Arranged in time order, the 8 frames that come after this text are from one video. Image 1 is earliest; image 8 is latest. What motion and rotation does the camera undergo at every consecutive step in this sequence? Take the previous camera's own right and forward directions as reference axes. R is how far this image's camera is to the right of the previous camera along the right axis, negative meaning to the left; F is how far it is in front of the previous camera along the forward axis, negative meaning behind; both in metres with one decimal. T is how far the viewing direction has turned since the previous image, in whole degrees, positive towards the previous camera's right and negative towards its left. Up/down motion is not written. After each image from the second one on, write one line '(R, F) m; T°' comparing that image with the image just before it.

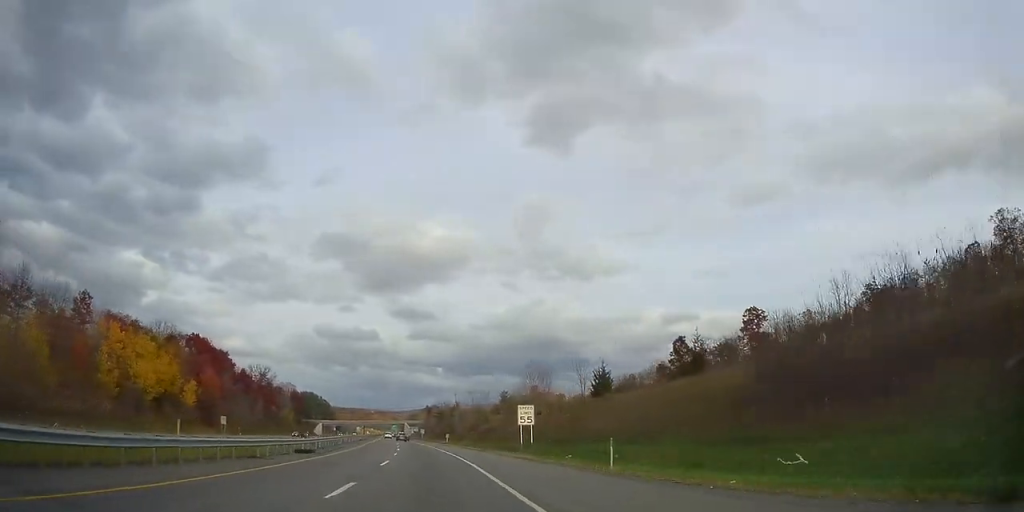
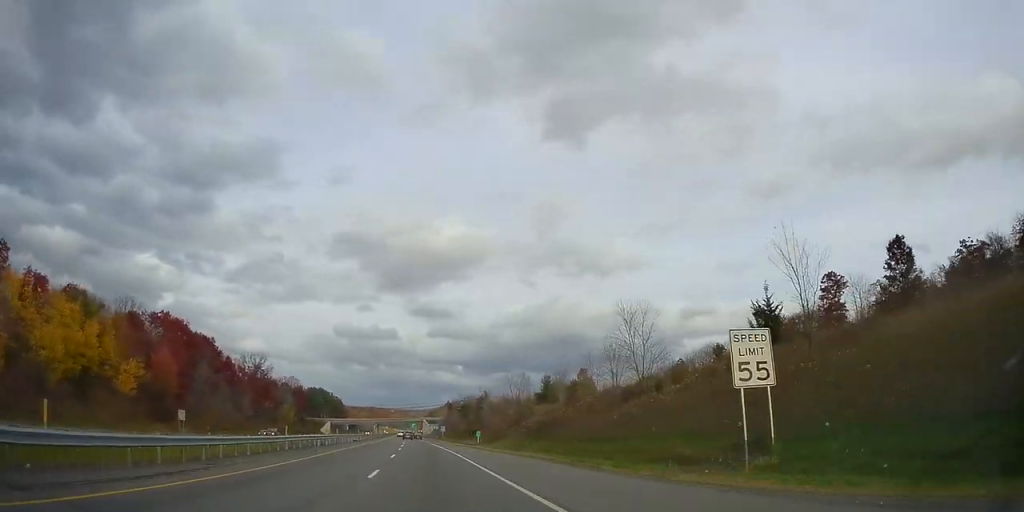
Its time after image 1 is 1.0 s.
(-1.4, +30.6) m; -3°
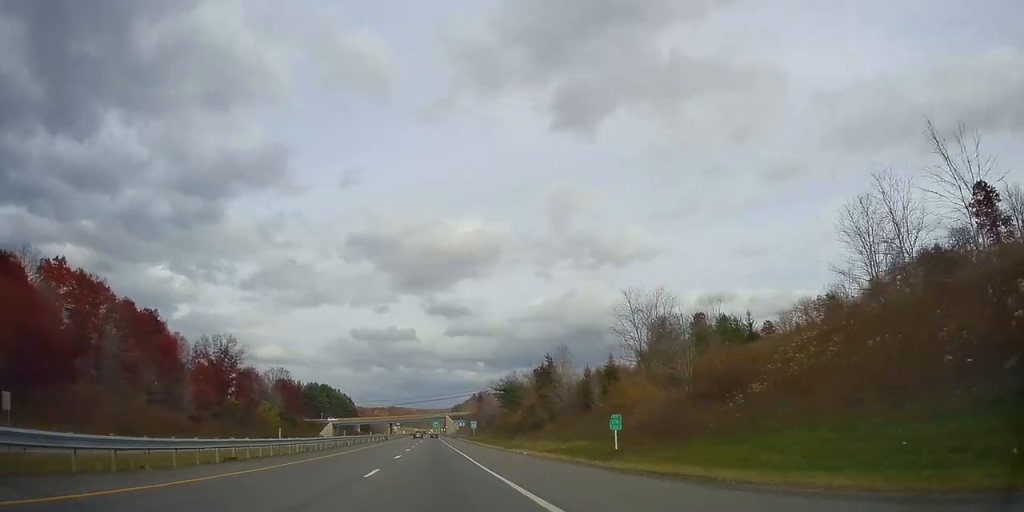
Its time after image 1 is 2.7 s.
(-0.7, +48.6) m; -2°
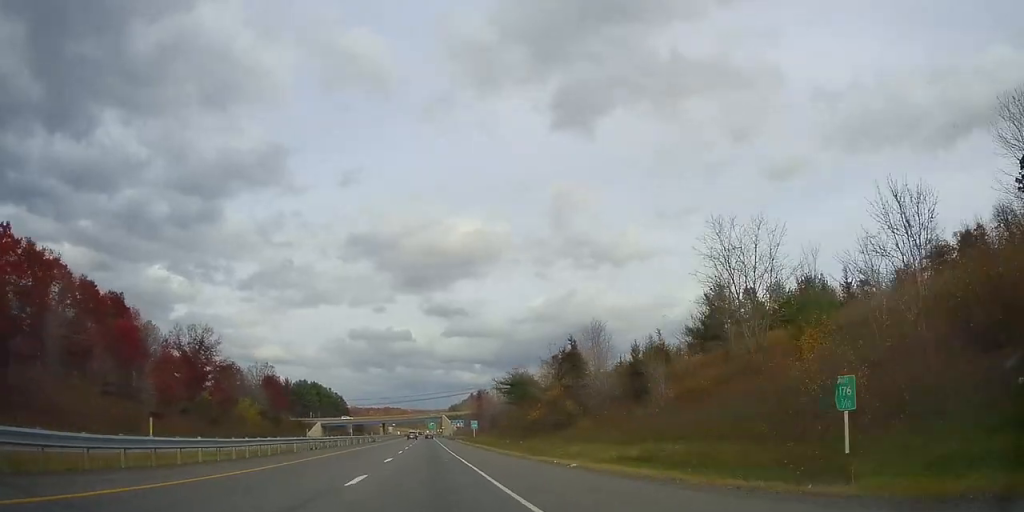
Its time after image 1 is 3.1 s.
(-0.1, +14.4) m; -1°
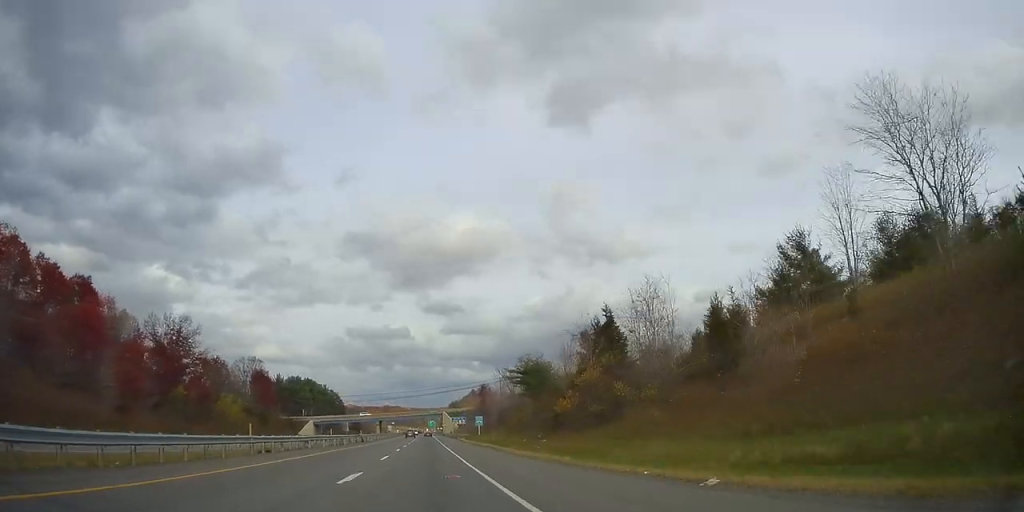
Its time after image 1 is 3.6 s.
(-0.1, +12.4) m; -1°
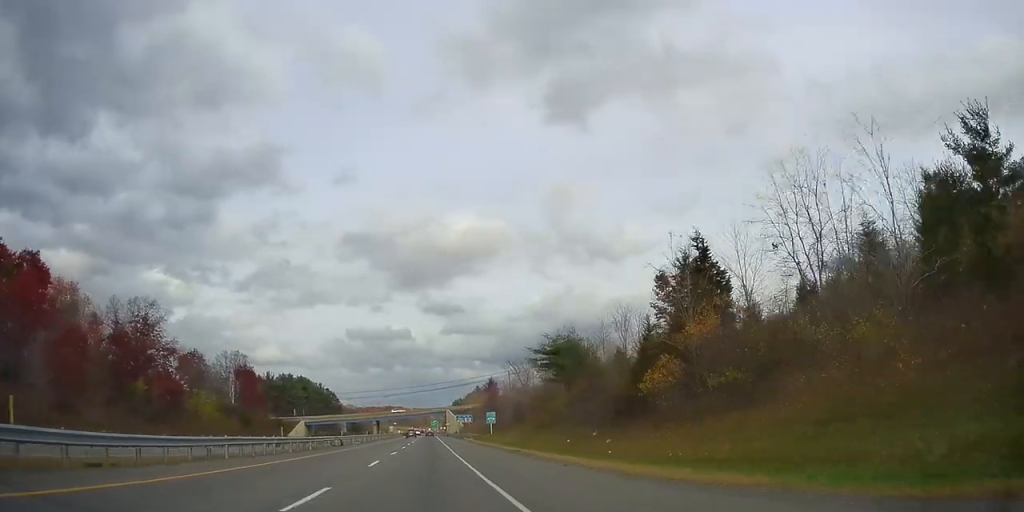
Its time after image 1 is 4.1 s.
(0.0, +16.9) m; -1°
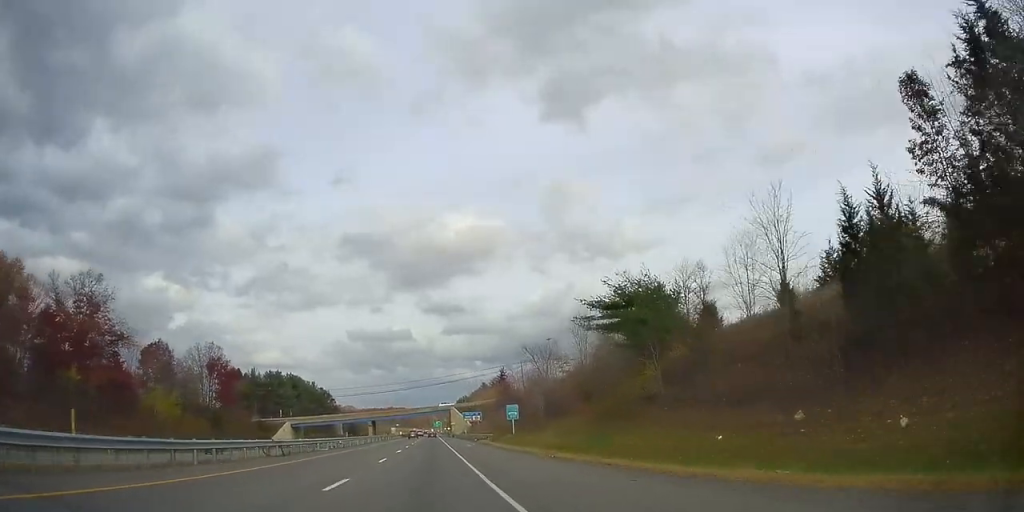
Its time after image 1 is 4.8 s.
(-0.4, +20.4) m; -1°
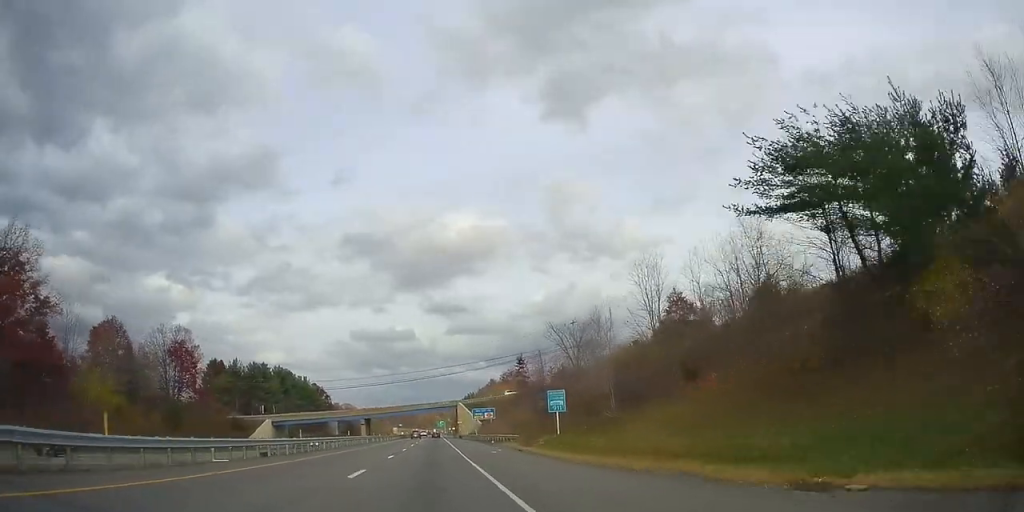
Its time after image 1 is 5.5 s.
(-0.1, +21.5) m; 0°
